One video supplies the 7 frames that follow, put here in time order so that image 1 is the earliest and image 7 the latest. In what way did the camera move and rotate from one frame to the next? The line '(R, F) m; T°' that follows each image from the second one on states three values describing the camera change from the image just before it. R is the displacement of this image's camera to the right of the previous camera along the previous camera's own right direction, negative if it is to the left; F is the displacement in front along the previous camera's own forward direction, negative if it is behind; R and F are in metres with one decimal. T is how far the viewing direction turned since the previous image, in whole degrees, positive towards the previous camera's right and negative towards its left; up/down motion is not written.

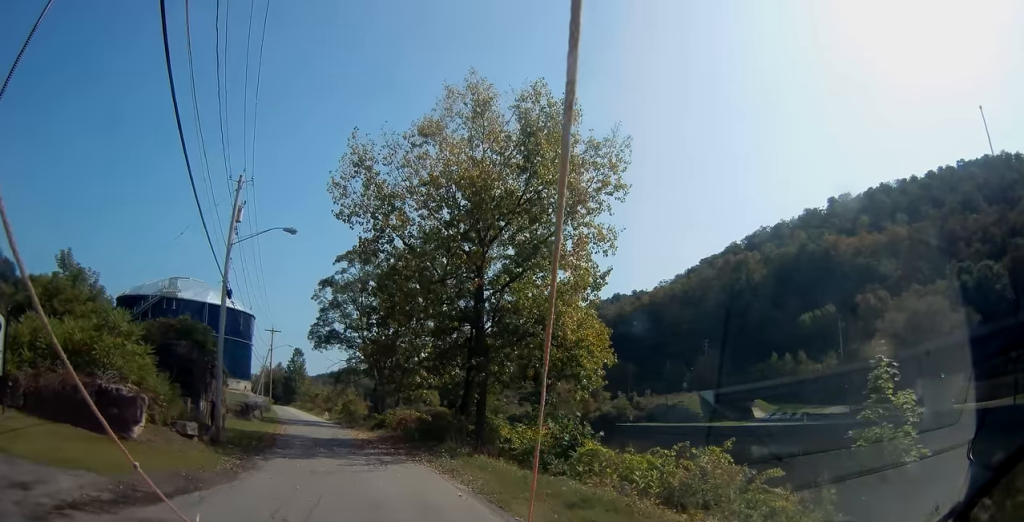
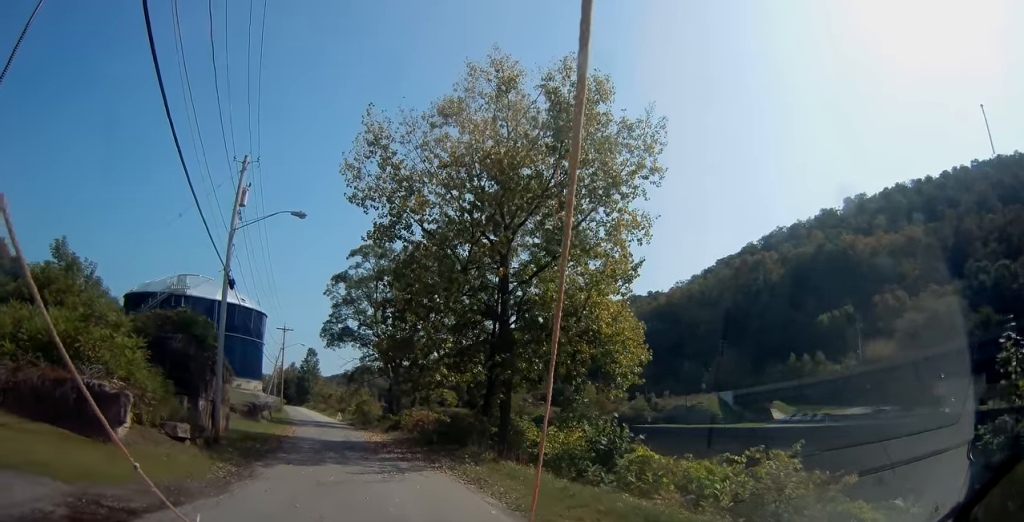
(-0.1, +2.3) m; -1°
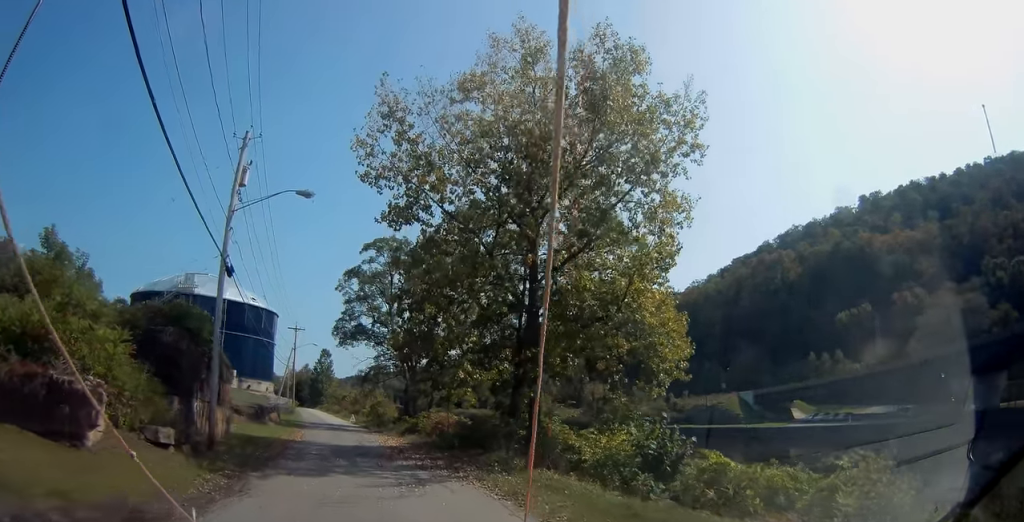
(0.0, +2.8) m; +2°
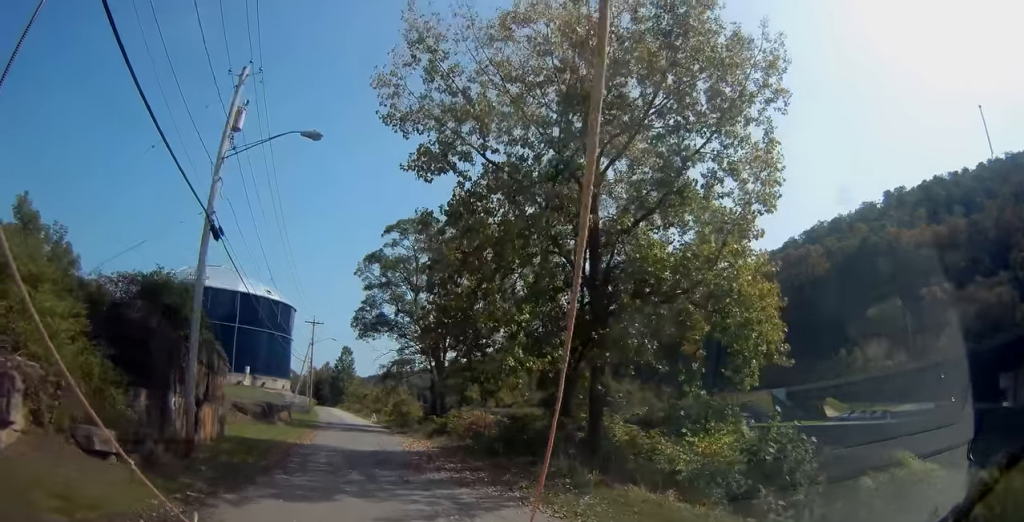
(+0.1, +4.4) m; 0°
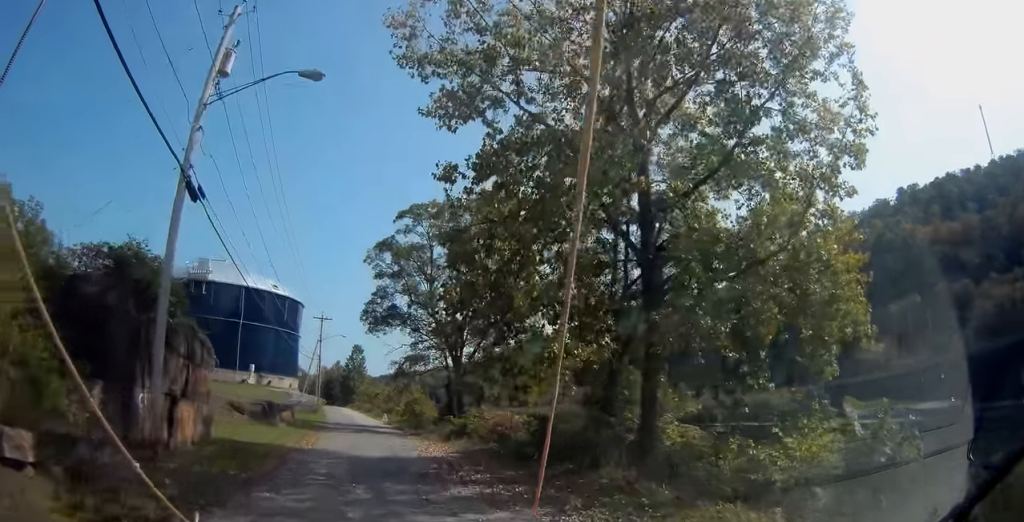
(-0.1, +3.3) m; -1°
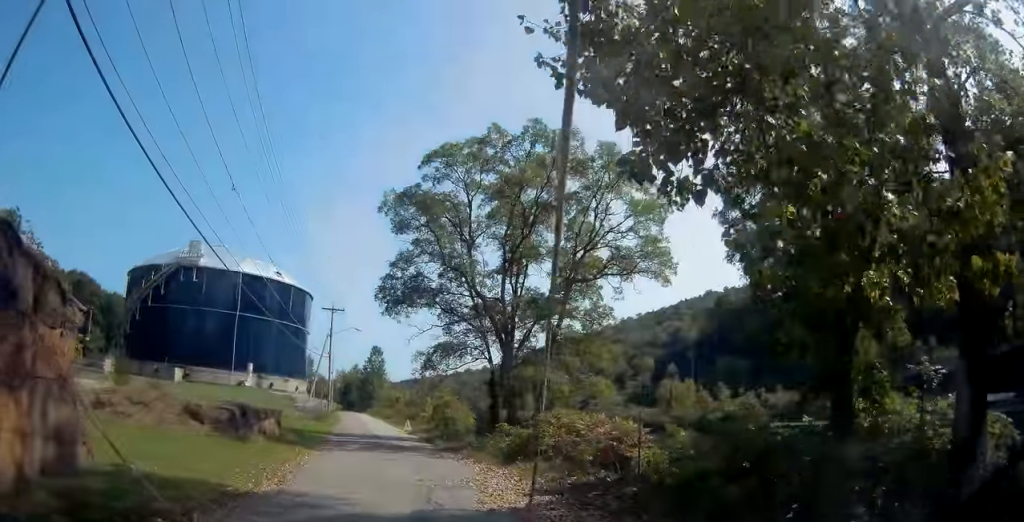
(-0.4, +10.4) m; -4°
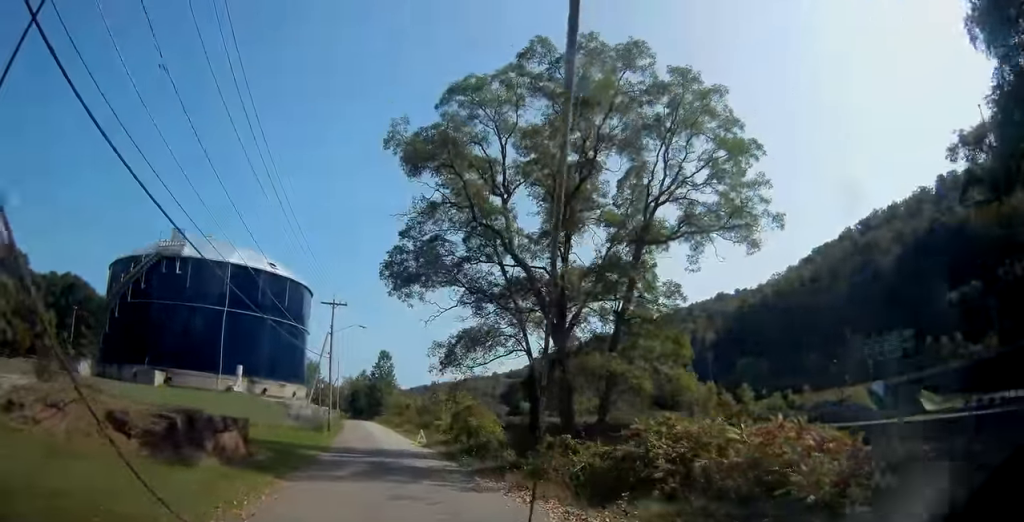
(0.0, +7.5) m; -1°
